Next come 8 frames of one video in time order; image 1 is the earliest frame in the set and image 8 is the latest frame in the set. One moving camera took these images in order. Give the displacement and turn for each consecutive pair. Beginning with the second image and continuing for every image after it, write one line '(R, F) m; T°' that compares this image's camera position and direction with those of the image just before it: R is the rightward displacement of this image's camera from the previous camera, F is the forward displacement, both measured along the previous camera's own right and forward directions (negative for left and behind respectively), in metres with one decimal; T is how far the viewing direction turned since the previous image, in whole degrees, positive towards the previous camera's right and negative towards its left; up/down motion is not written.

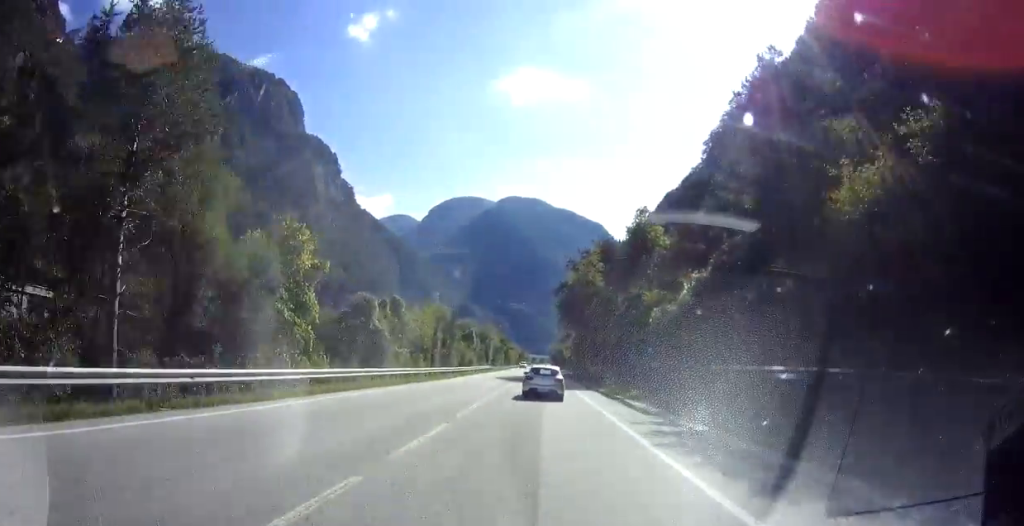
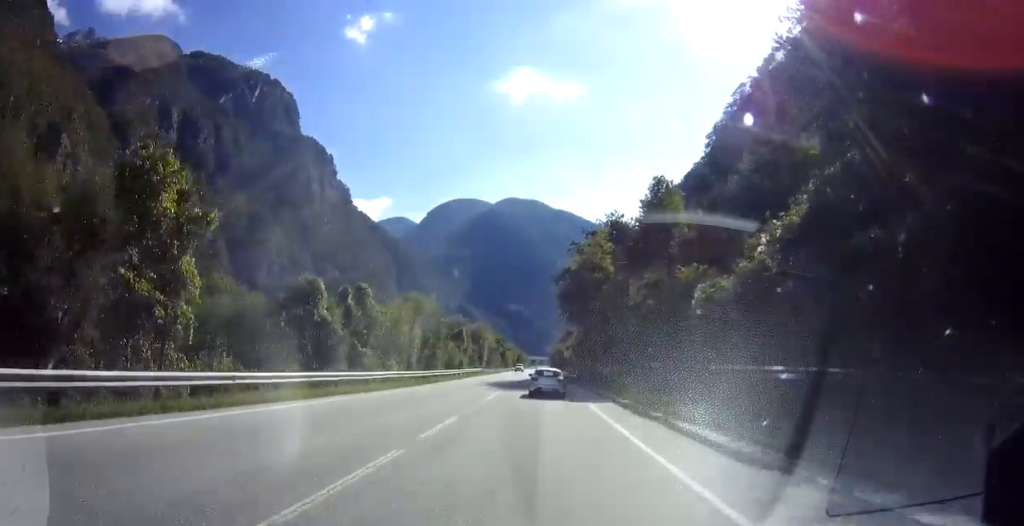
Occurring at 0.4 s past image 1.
(+0.1, +9.9) m; 0°
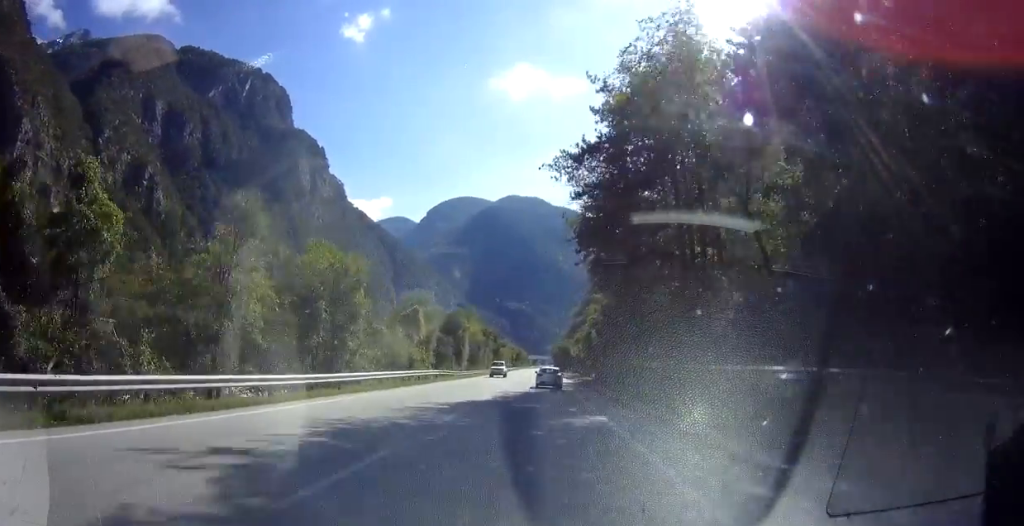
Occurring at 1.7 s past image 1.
(0.0, +29.7) m; 0°
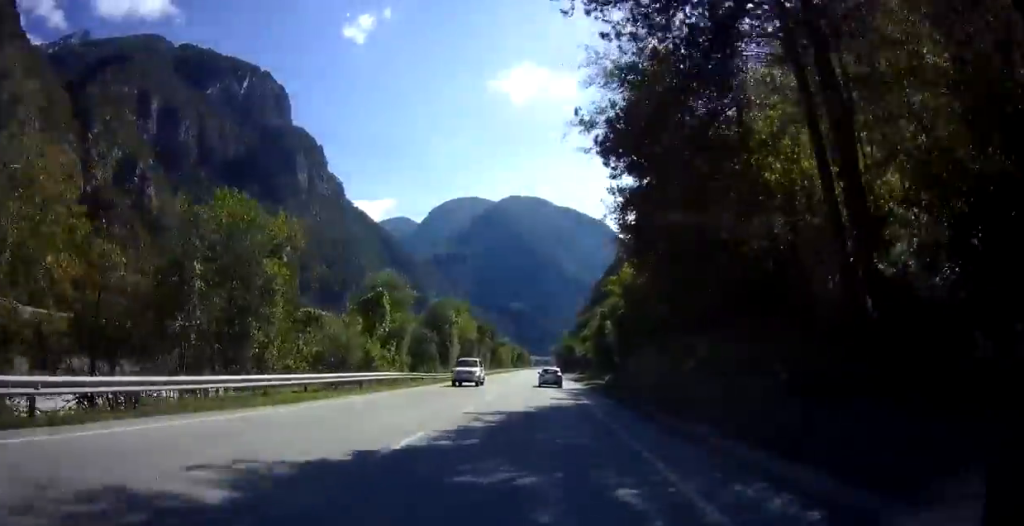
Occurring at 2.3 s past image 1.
(+0.1, +12.2) m; 0°
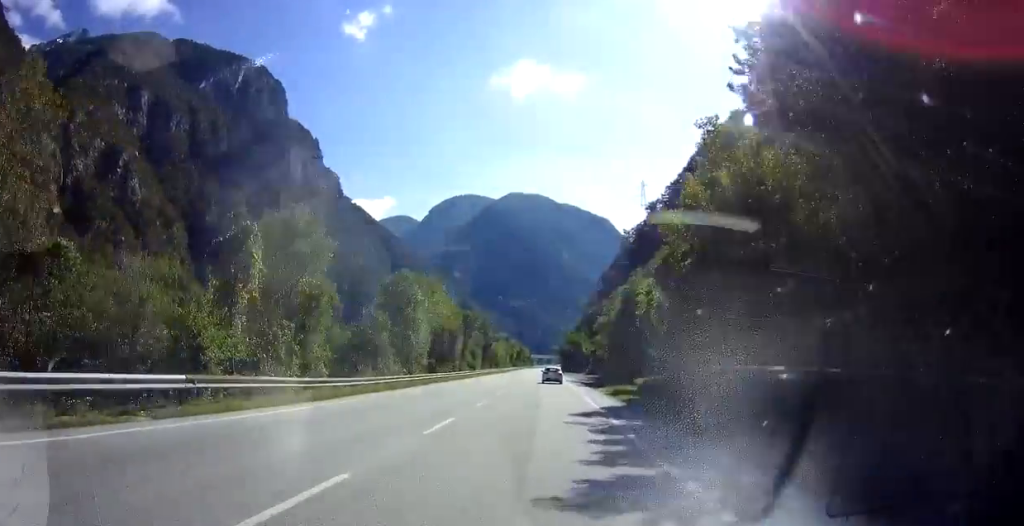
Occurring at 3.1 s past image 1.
(-0.1, +19.1) m; 0°
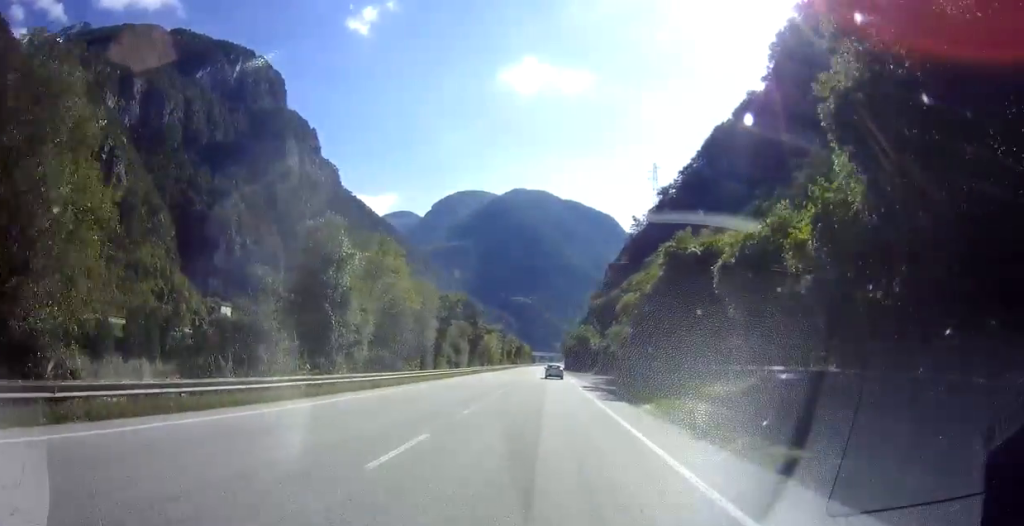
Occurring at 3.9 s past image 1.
(-0.1, +19.2) m; 0°
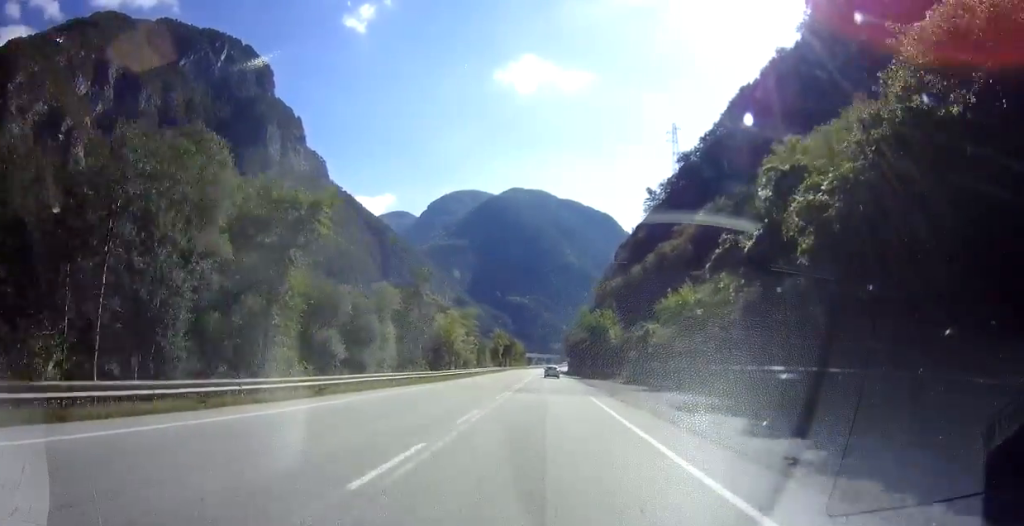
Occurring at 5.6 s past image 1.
(+0.3, +37.9) m; 0°
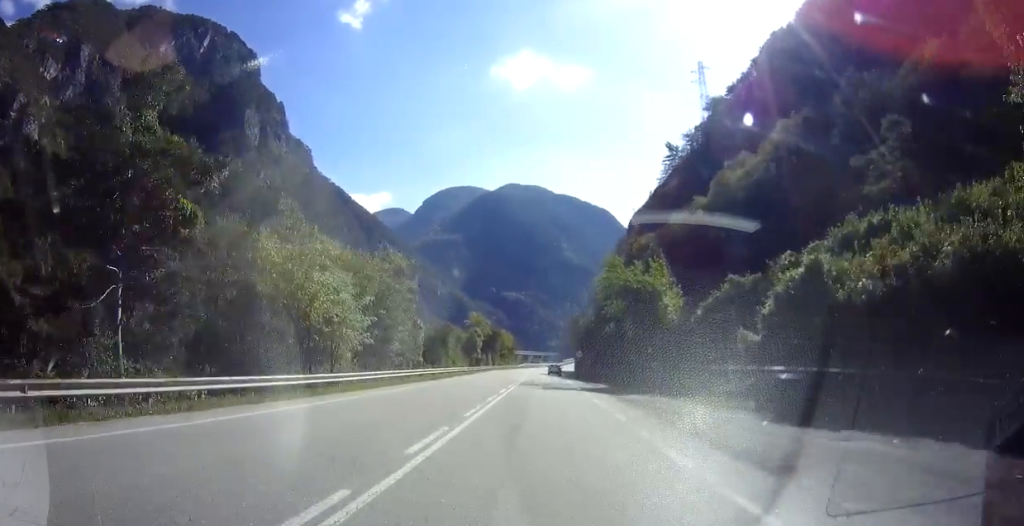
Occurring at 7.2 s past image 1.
(-0.2, +37.8) m; 0°
